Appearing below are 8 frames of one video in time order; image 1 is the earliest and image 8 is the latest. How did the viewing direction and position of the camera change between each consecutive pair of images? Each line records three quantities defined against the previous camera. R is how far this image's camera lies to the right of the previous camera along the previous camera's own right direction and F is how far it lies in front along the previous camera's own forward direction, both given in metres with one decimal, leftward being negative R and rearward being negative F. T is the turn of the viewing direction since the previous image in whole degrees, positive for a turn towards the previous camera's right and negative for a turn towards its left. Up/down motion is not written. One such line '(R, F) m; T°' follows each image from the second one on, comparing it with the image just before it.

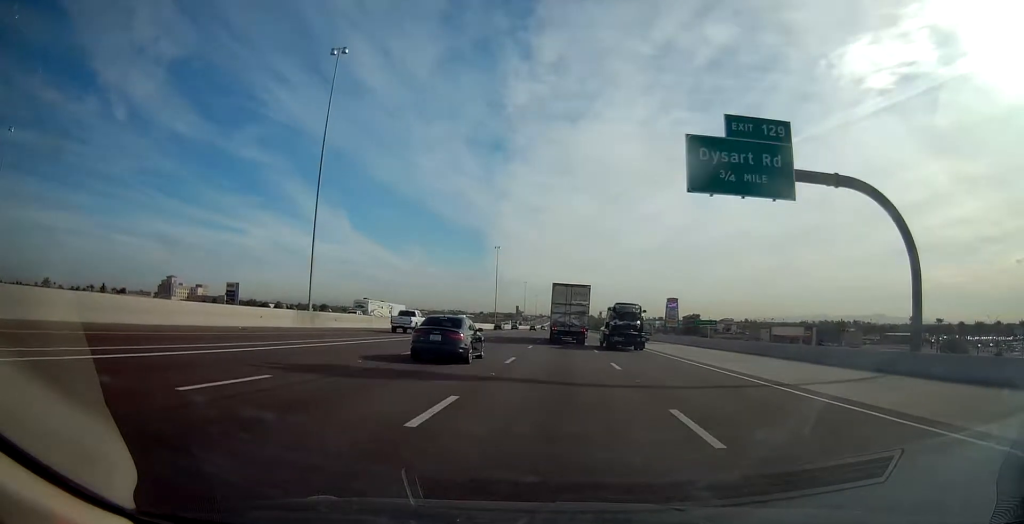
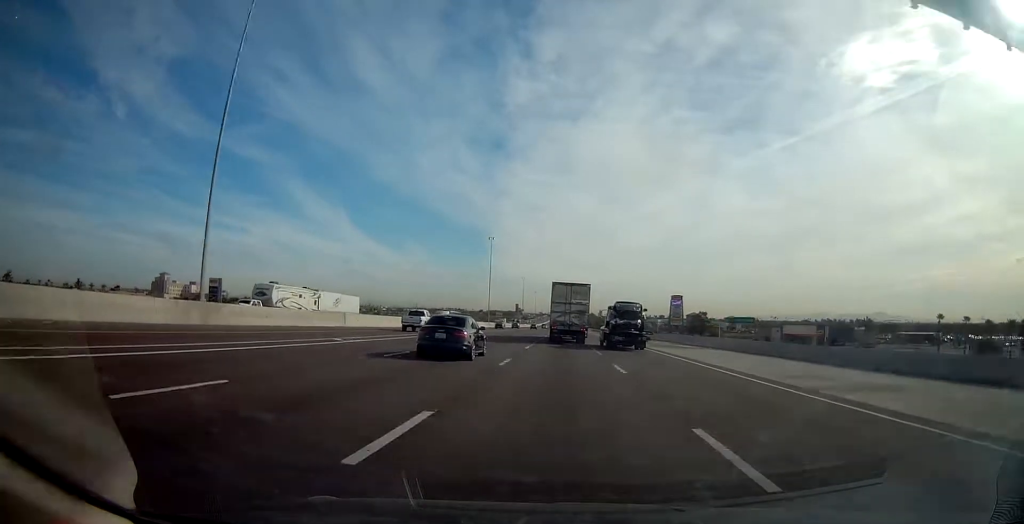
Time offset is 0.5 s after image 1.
(+0.1, +14.4) m; 0°
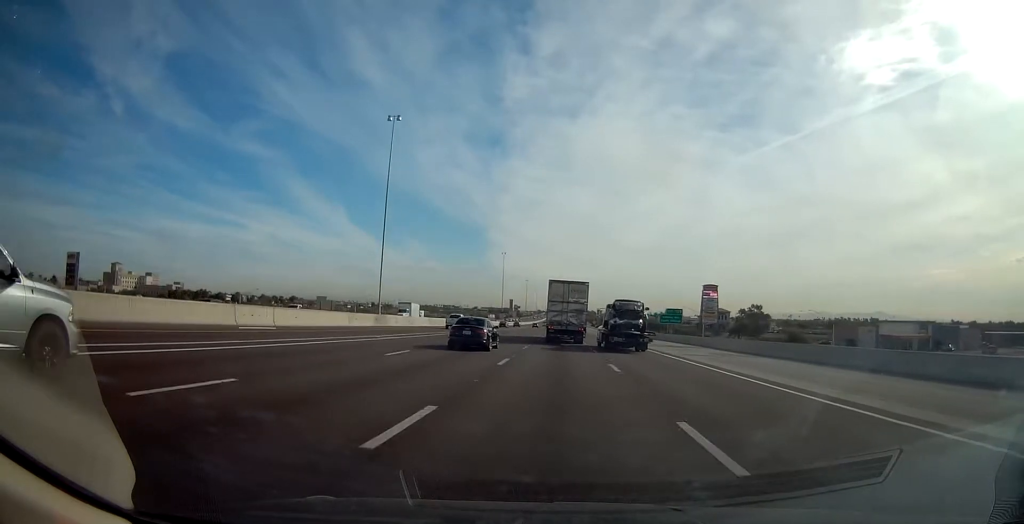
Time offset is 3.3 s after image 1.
(-2.2, +90.7) m; -1°
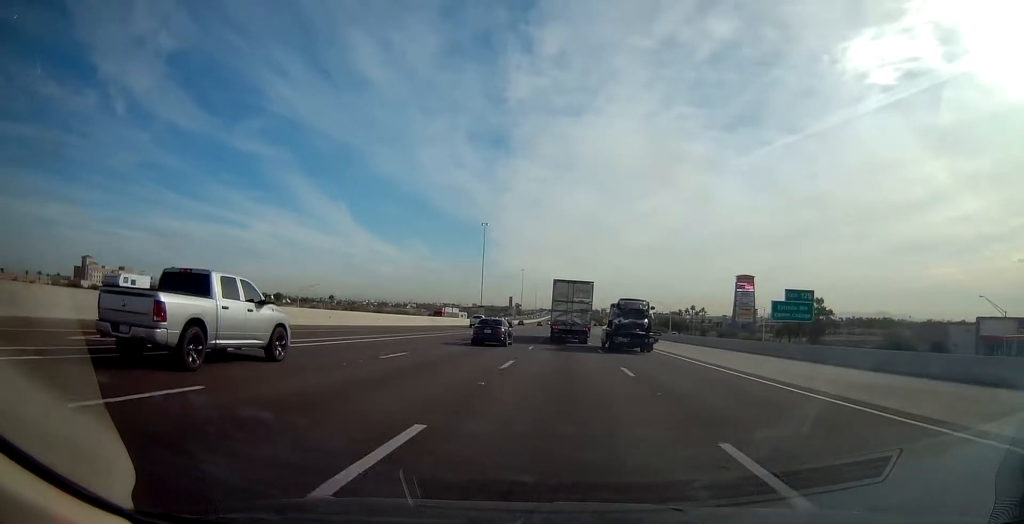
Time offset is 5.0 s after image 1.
(+1.5, +50.8) m; +3°
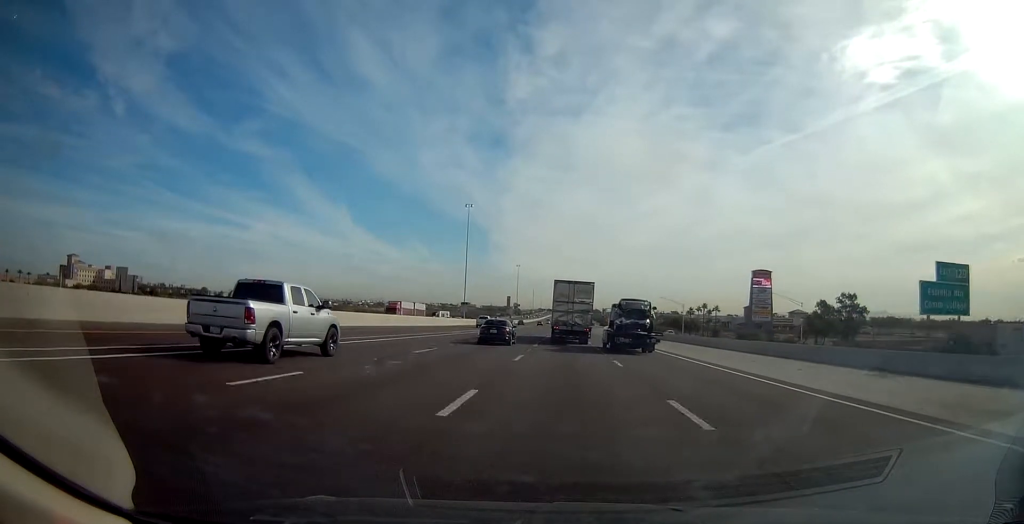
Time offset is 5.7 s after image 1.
(+0.1, +19.4) m; 0°
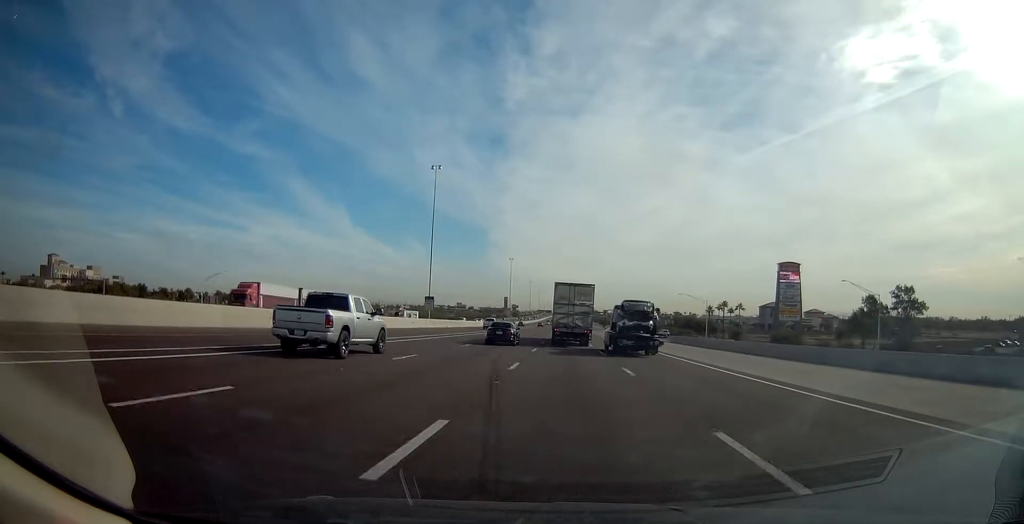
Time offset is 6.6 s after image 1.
(-0.2, +25.6) m; 0°
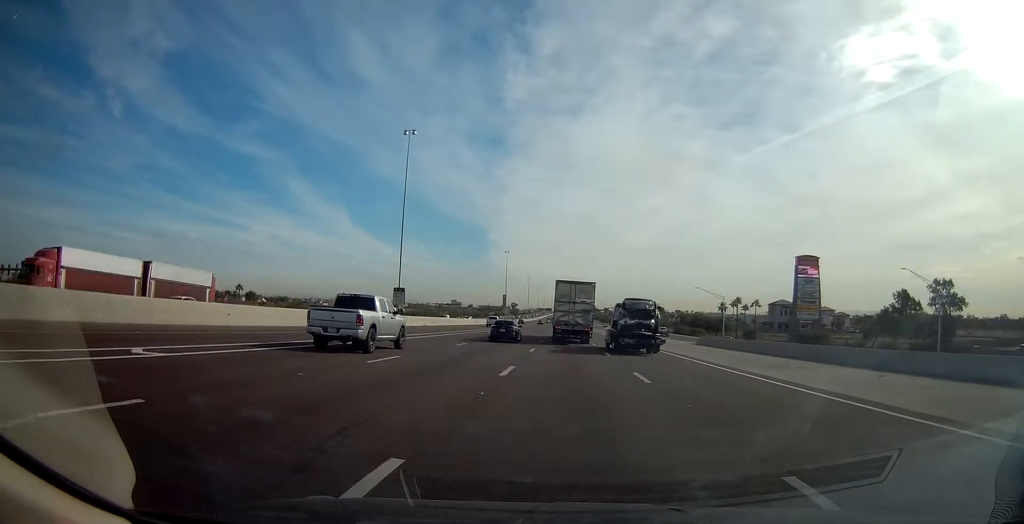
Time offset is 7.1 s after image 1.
(+0.1, +14.0) m; -1°
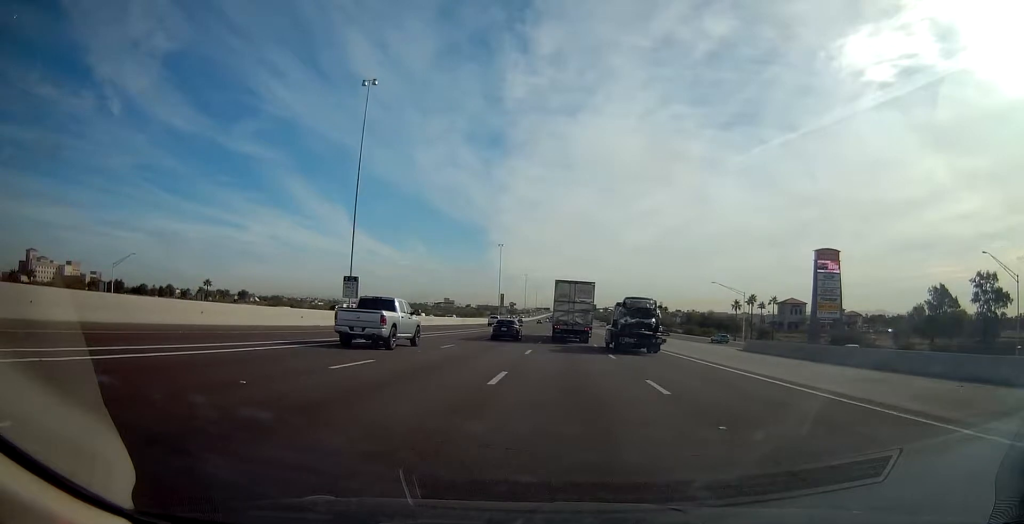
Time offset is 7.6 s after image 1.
(+0.4, +14.1) m; -2°
